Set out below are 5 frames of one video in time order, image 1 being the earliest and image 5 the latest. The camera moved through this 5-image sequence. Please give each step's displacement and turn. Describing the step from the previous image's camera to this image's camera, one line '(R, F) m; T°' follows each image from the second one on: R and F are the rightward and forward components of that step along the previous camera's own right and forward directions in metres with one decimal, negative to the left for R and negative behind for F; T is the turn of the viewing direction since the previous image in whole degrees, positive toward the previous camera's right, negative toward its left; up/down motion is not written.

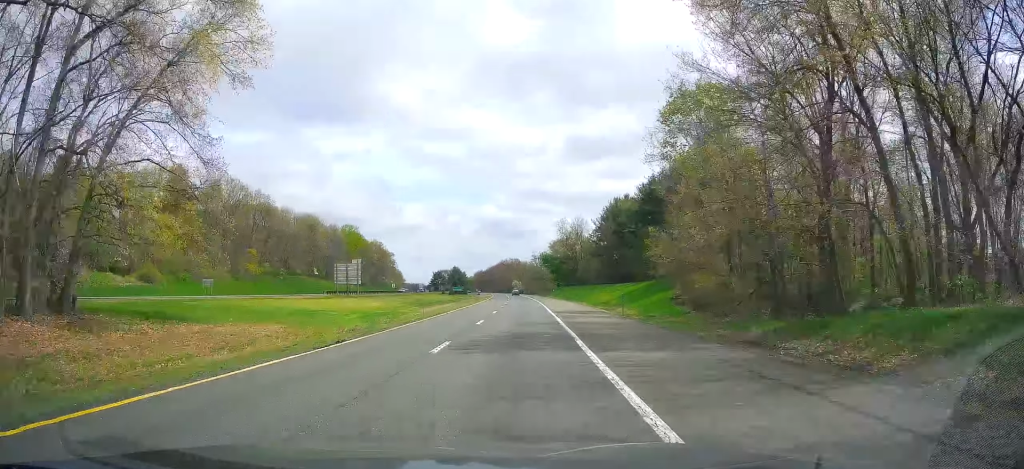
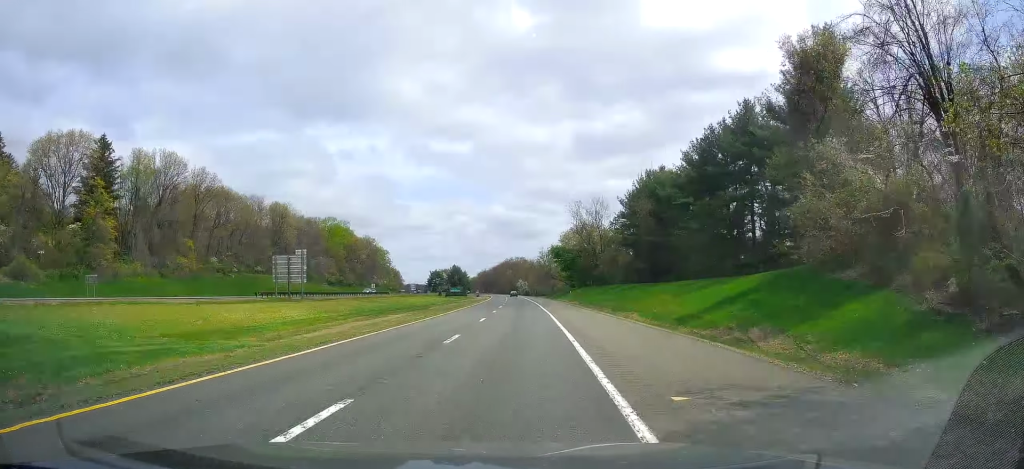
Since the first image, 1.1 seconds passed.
(0.0, +33.7) m; 0°
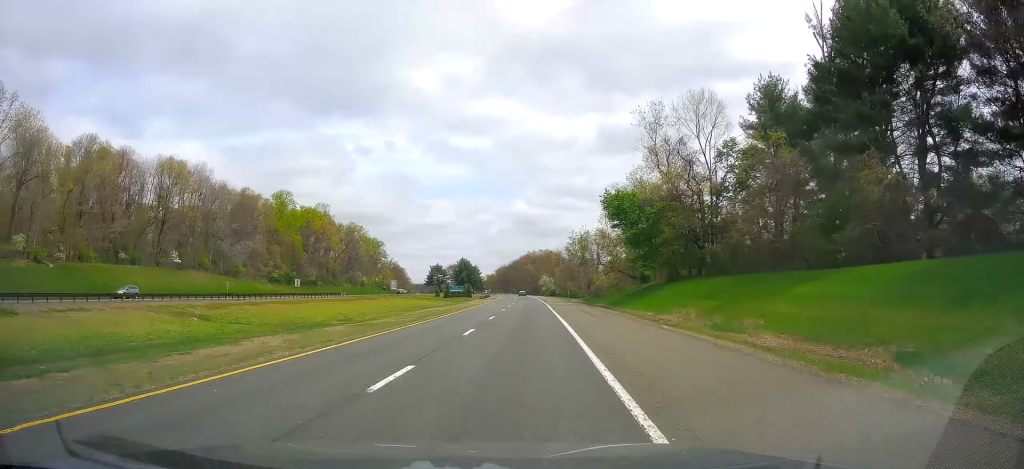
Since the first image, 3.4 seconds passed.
(-0.5, +69.6) m; -2°
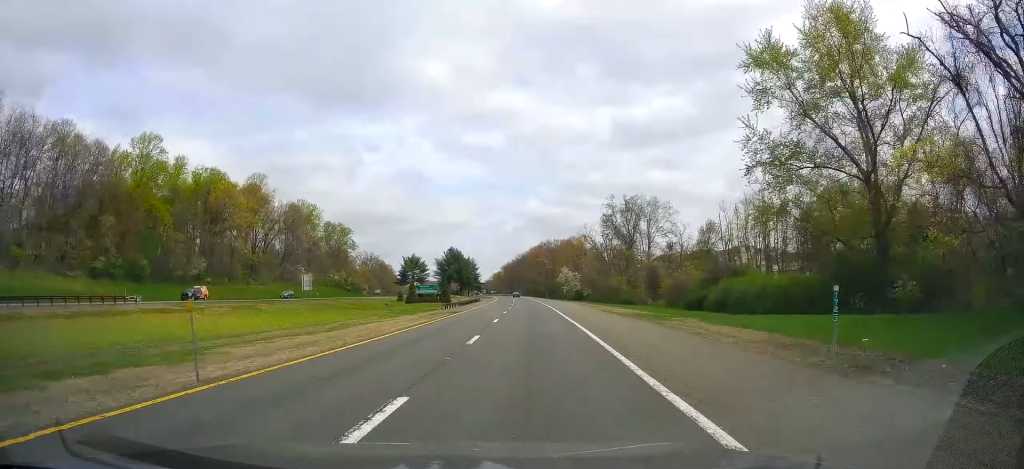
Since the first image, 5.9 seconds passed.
(-2.0, +76.5) m; -3°
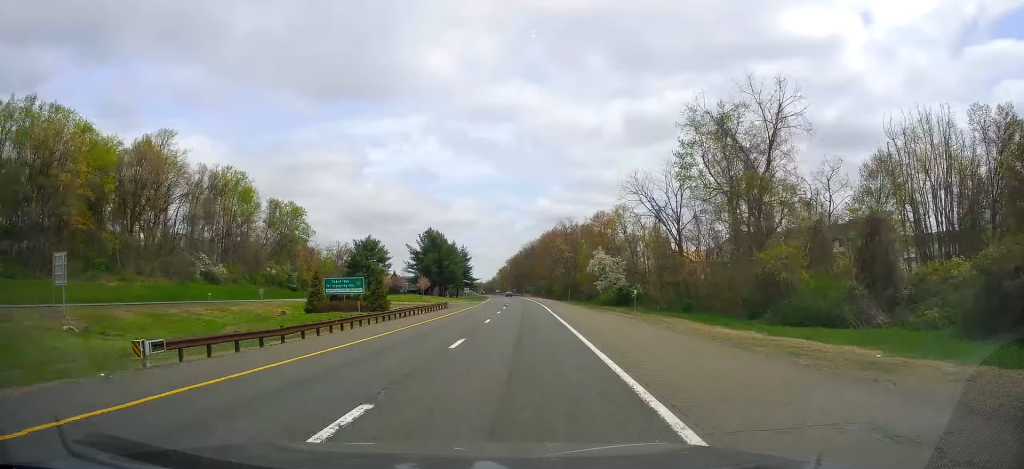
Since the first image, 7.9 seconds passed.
(-1.2, +61.4) m; -2°
